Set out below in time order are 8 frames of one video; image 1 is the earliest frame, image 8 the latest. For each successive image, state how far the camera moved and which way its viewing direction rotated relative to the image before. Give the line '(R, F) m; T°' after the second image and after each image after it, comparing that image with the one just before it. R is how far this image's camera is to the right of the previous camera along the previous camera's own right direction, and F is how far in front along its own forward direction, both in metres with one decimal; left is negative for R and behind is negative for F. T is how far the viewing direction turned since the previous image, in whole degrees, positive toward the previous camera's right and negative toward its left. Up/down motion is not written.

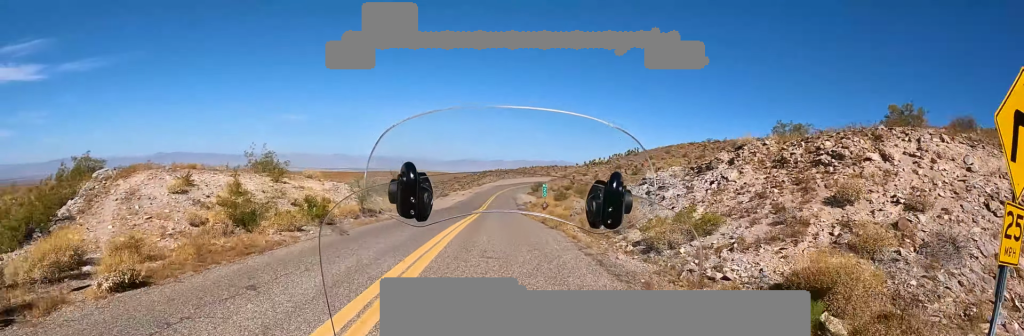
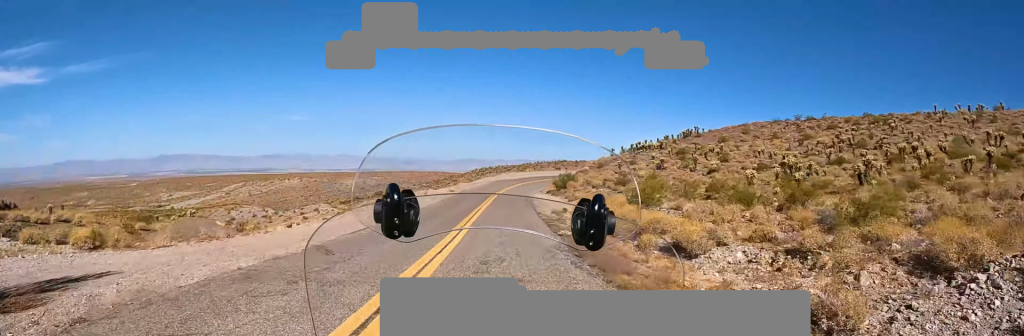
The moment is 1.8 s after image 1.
(+0.7, +45.8) m; +2°
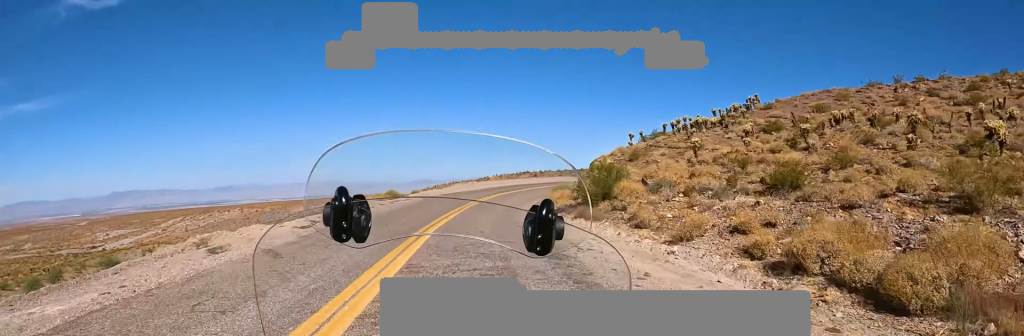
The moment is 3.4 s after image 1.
(+1.1, +32.4) m; +3°
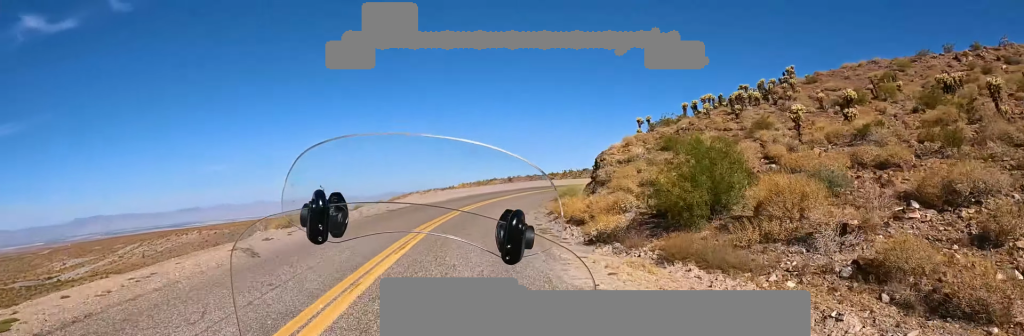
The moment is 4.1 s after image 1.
(-0.7, +9.4) m; +12°
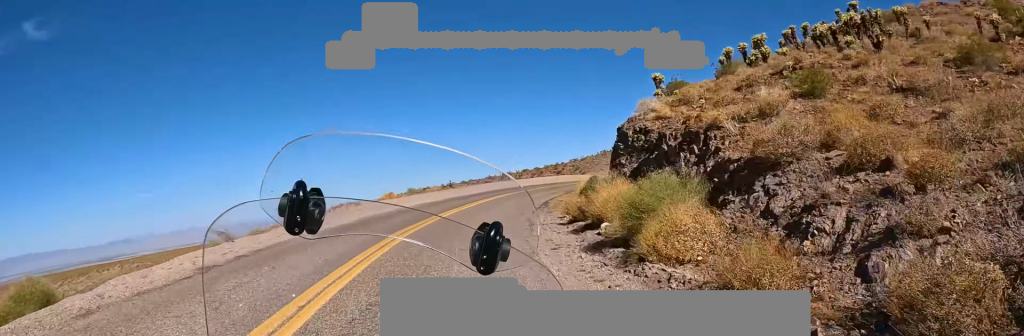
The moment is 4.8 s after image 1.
(+1.9, +9.3) m; +17°
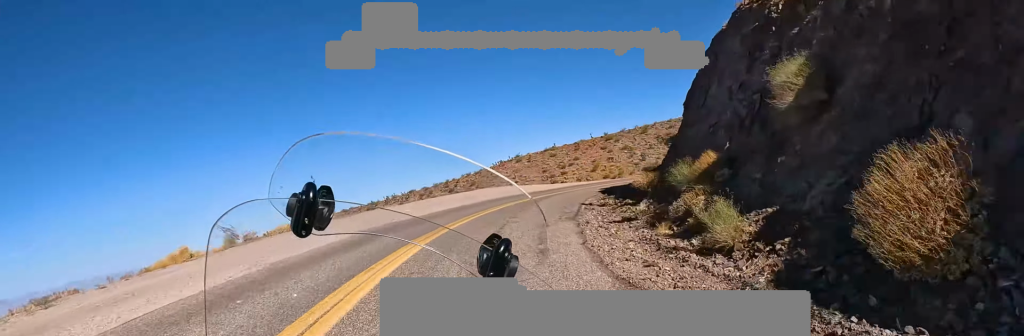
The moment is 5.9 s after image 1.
(+2.9, +12.7) m; +13°
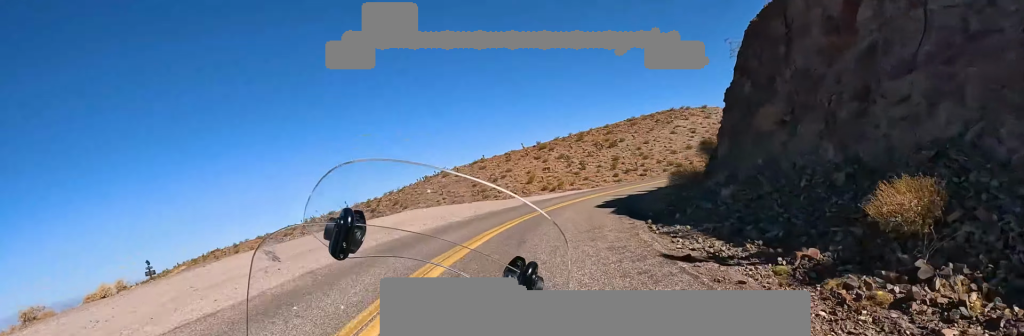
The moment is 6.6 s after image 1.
(0.0, +7.3) m; +2°
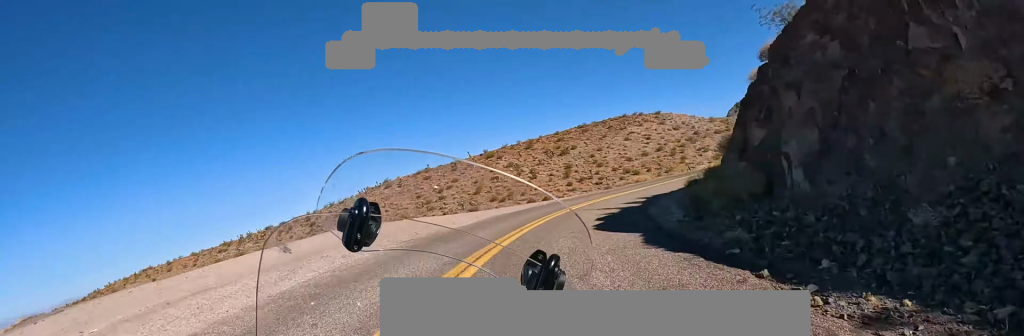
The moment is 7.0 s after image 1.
(0.0, +4.2) m; +2°
